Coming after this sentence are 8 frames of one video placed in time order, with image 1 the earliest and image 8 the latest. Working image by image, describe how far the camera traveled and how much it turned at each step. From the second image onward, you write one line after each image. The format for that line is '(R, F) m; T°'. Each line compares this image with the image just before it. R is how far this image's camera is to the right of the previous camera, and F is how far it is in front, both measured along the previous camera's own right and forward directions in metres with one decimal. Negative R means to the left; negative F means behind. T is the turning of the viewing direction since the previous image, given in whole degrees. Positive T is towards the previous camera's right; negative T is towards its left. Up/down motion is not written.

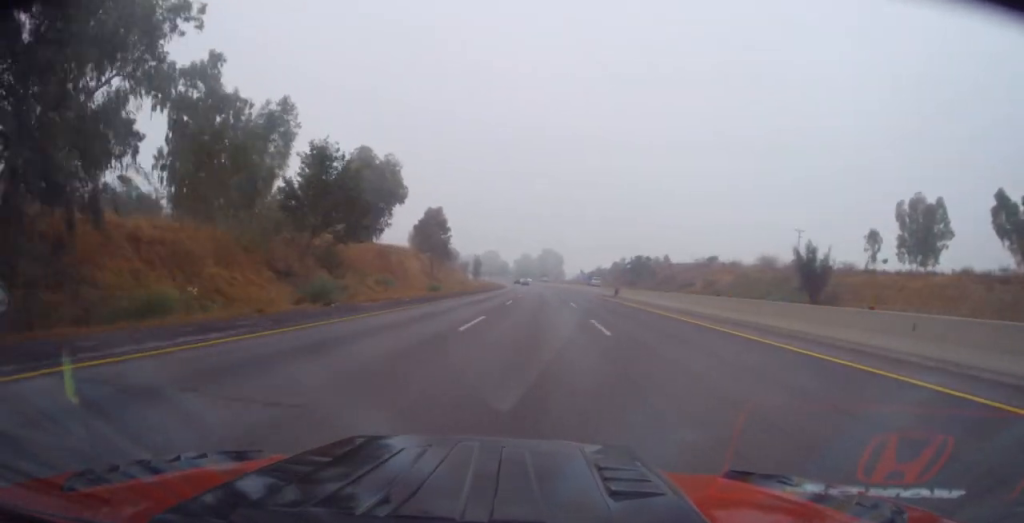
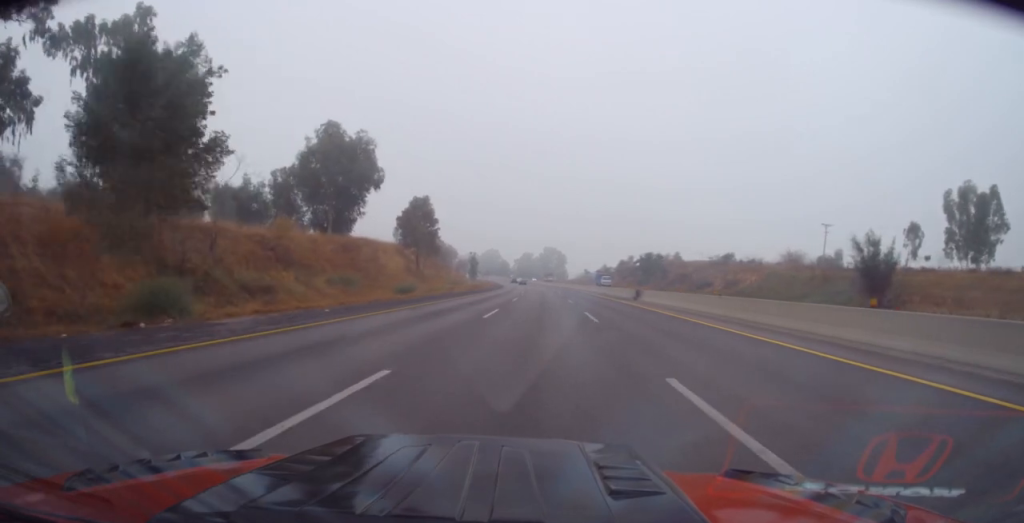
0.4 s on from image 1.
(+0.2, +13.0) m; 0°
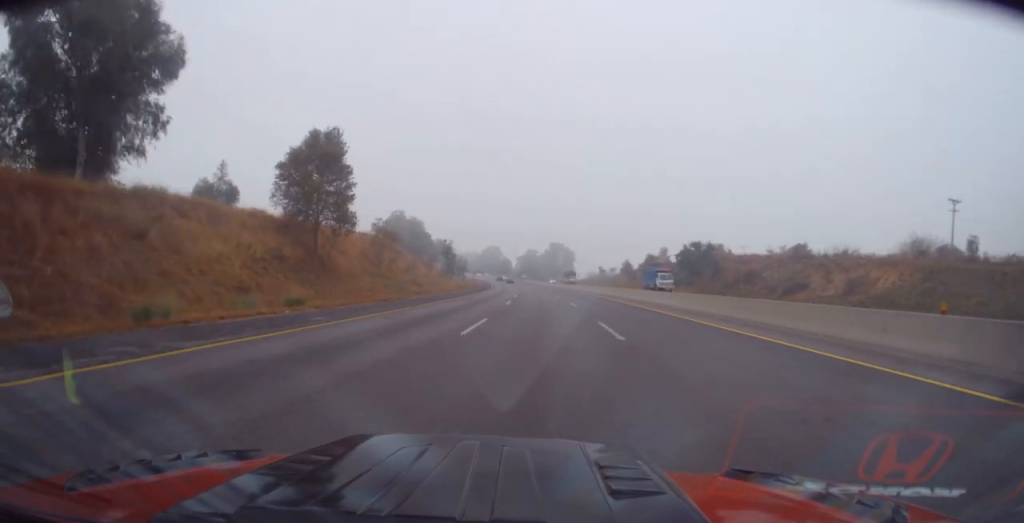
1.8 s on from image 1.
(+0.2, +41.7) m; 0°
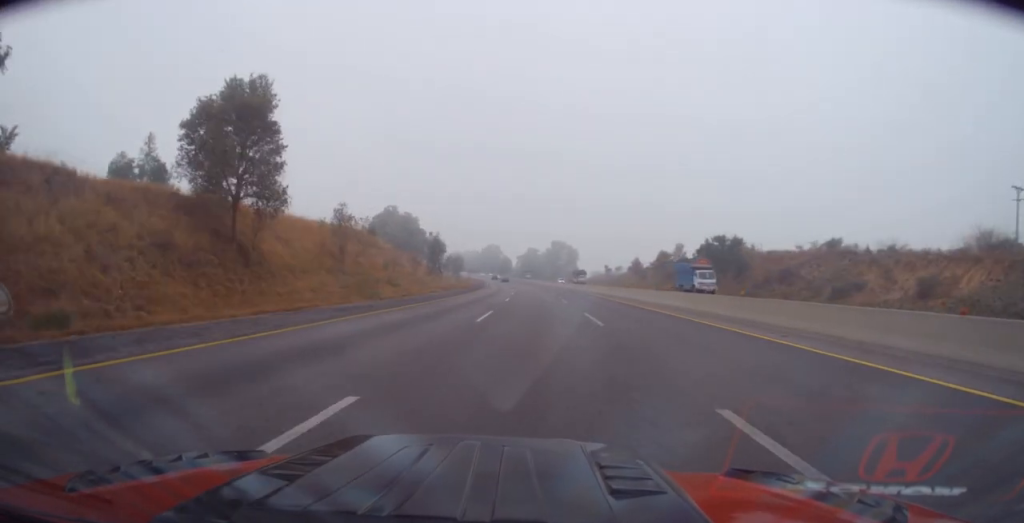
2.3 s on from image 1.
(0.0, +13.8) m; 0°
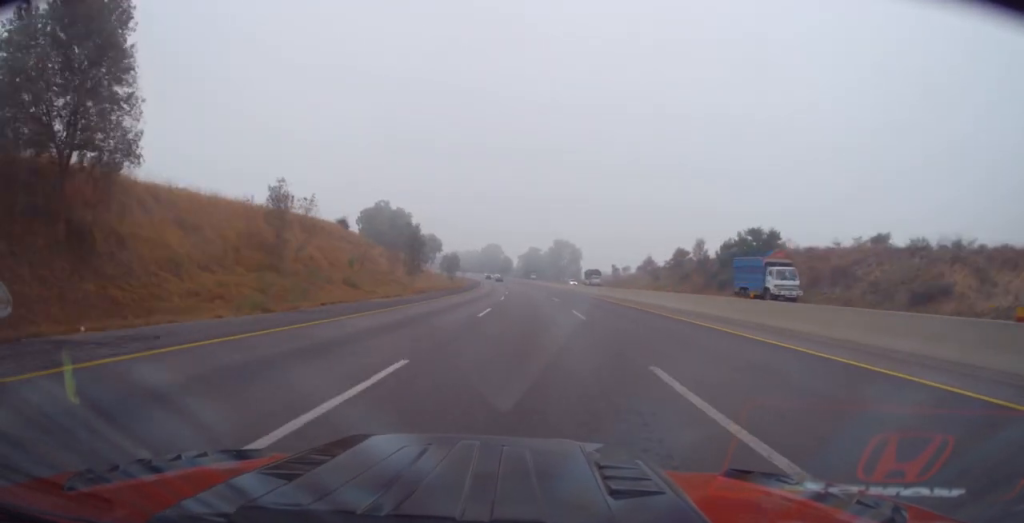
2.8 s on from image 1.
(0.0, +14.7) m; 0°
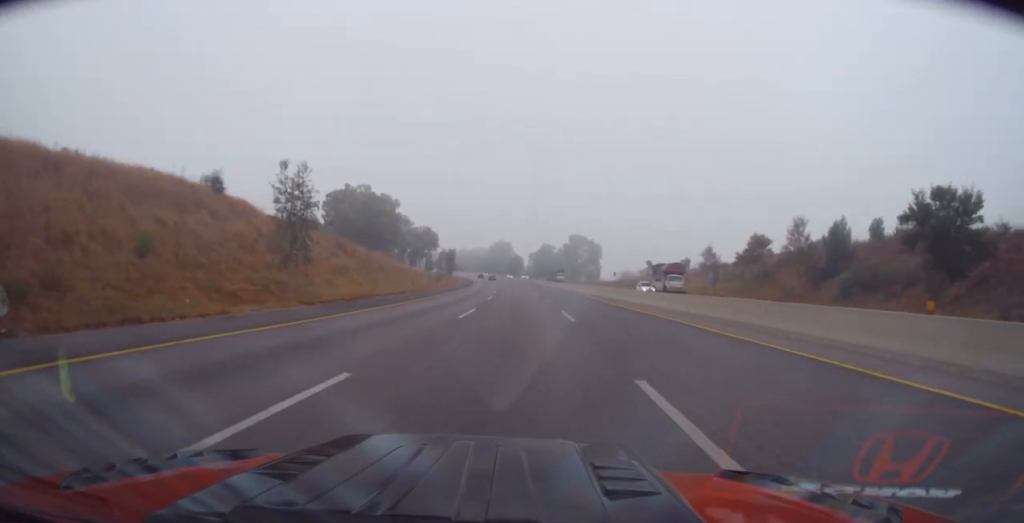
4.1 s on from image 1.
(-0.4, +37.0) m; -2°
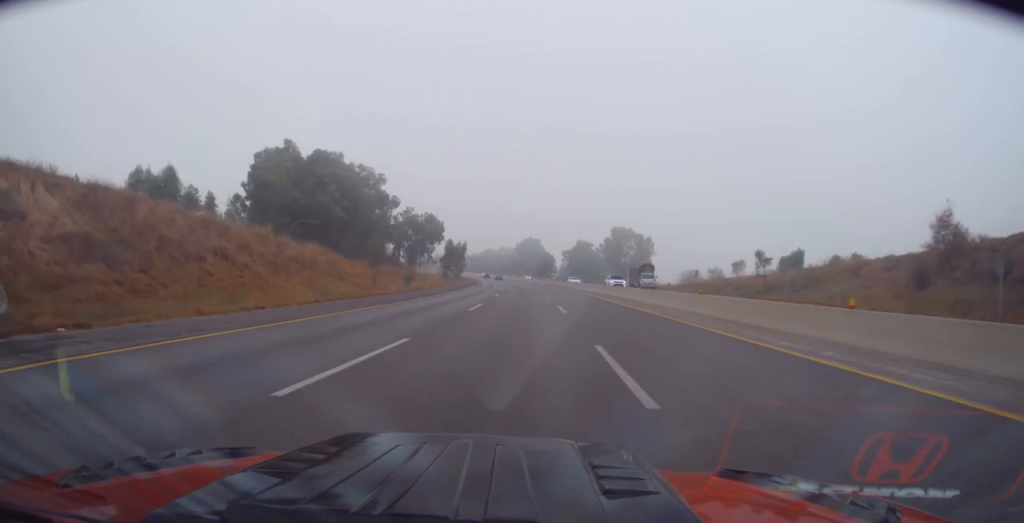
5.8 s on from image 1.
(-1.2, +49.3) m; -3°
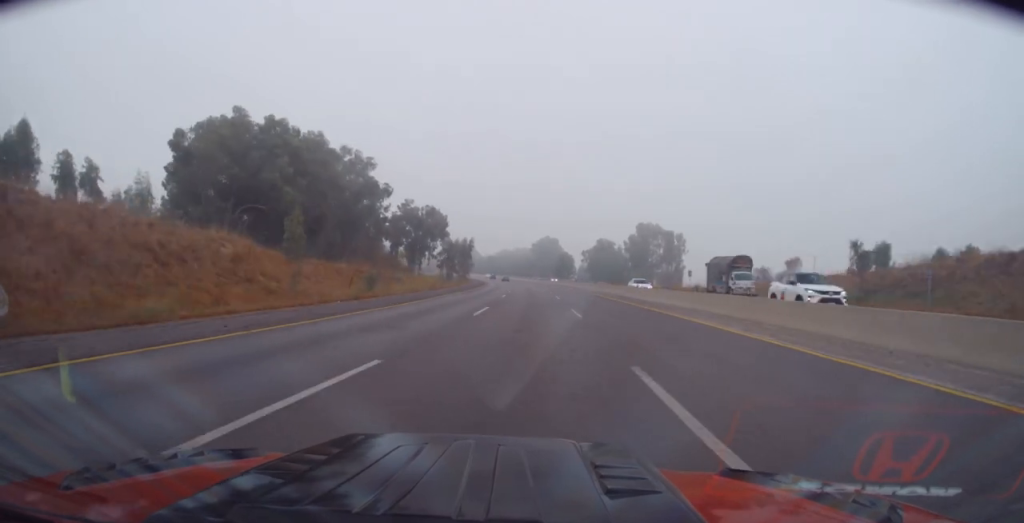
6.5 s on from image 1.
(-0.3, +21.2) m; -1°
